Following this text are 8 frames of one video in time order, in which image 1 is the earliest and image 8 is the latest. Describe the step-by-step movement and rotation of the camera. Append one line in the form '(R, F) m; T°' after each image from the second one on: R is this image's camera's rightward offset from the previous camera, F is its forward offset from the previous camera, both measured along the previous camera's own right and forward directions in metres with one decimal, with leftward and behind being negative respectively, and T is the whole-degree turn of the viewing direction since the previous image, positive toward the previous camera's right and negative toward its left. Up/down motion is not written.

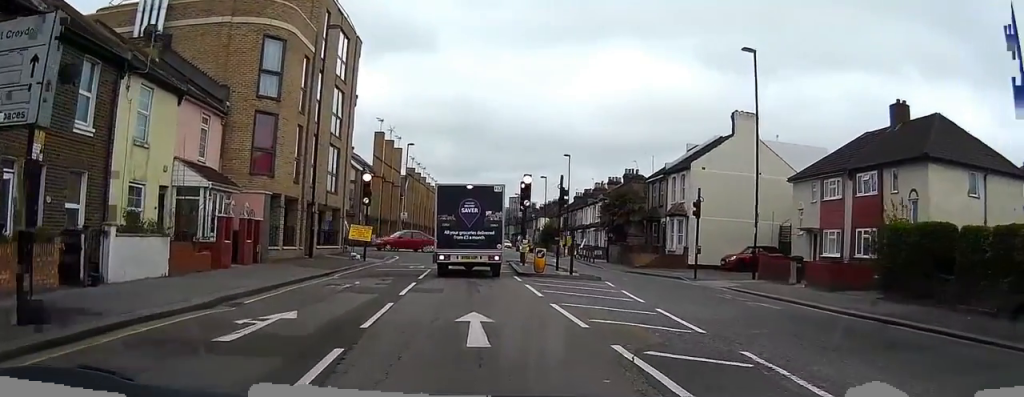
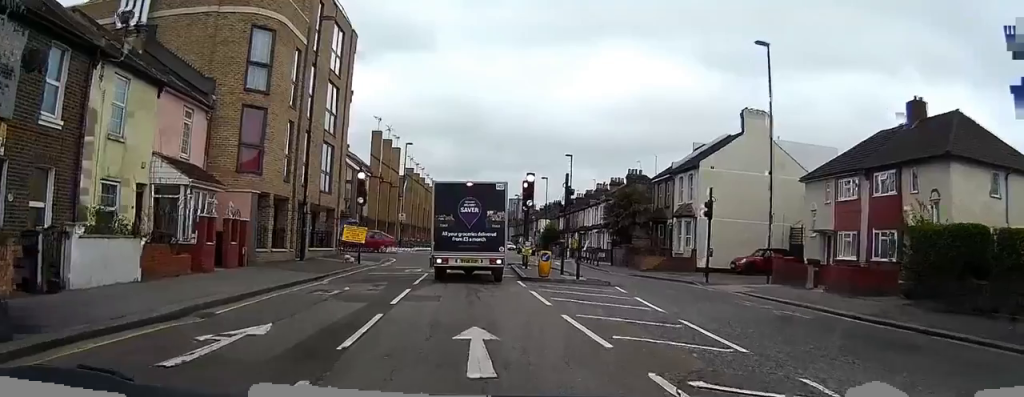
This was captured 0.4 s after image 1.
(0.0, +1.8) m; 0°
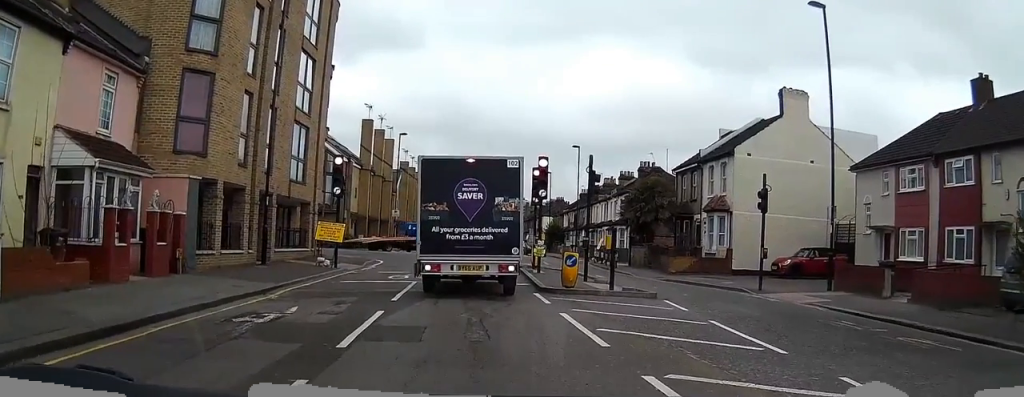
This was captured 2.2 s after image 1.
(+0.1, +5.8) m; +4°
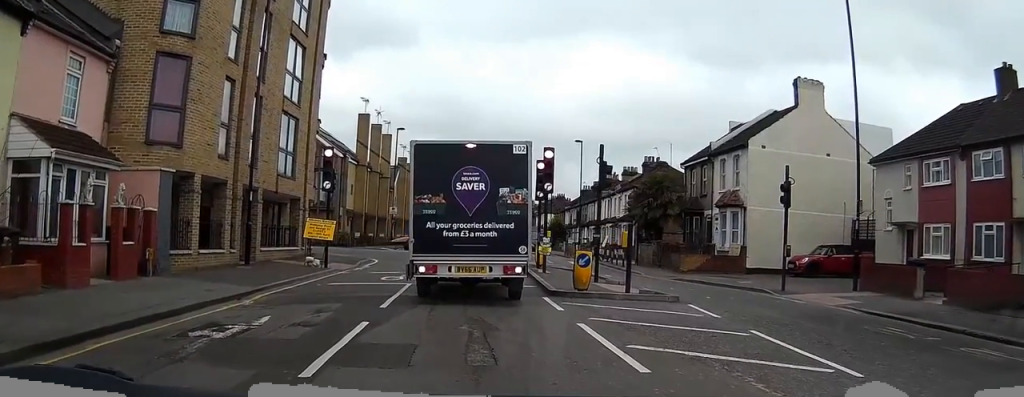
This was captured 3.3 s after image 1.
(0.0, +1.8) m; +1°
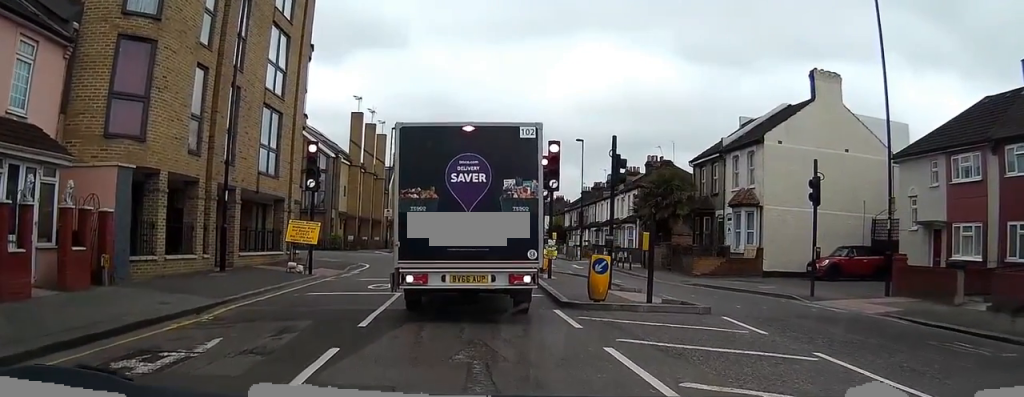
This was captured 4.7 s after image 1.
(-0.3, +1.7) m; 0°
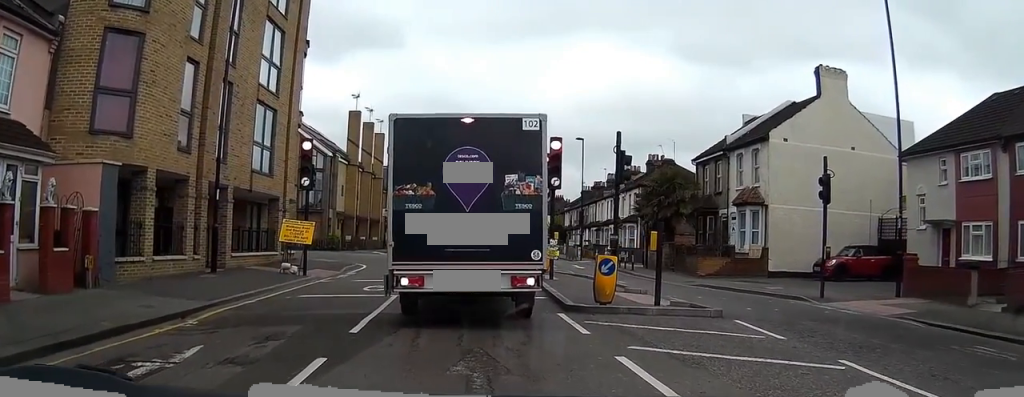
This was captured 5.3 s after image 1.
(0.0, +0.5) m; 0°
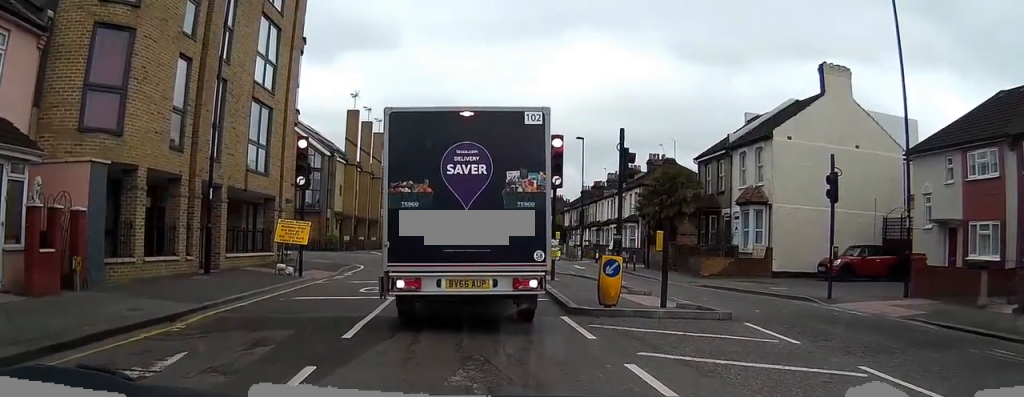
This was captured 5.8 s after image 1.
(0.0, +0.4) m; 0°
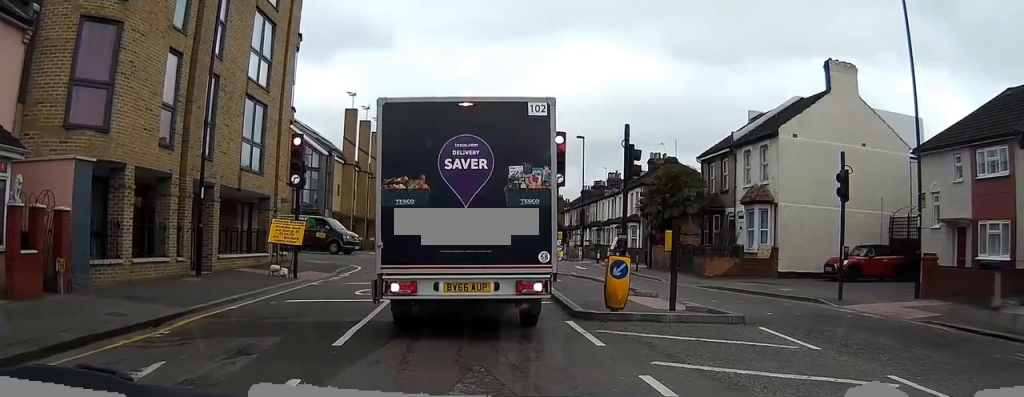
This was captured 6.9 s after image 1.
(-0.2, +0.1) m; 0°
